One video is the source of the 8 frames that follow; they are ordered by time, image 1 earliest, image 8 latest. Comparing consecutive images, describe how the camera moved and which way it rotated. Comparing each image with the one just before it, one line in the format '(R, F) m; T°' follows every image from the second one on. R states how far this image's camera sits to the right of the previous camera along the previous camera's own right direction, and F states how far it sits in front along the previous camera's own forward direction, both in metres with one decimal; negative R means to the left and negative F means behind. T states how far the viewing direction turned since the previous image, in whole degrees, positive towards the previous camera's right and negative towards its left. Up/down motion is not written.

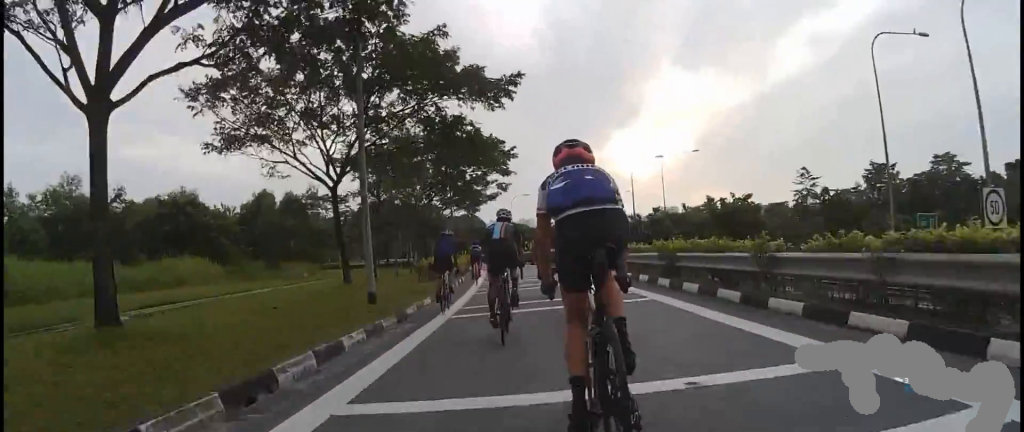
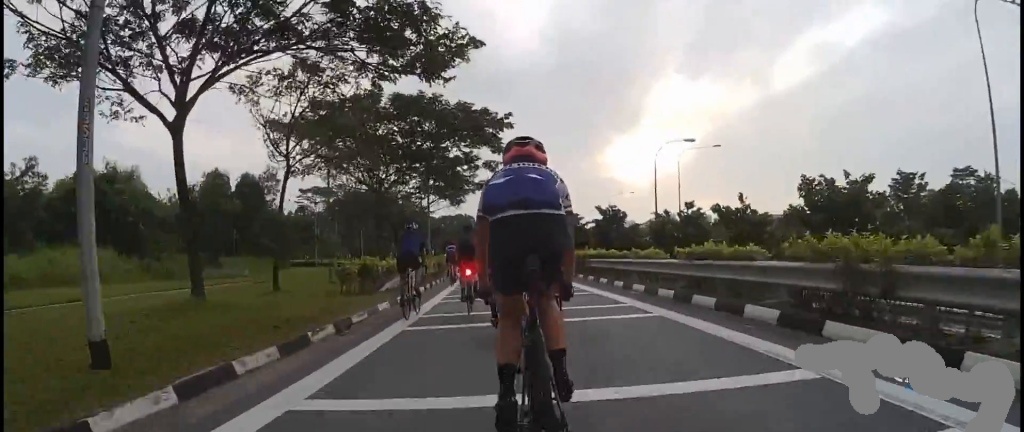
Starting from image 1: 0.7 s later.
(0.0, +8.2) m; 0°
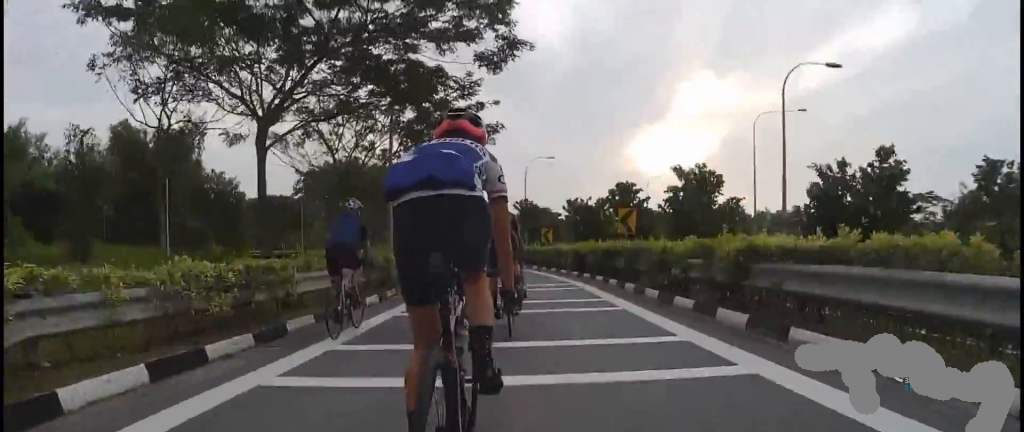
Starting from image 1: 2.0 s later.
(0.0, +13.9) m; -5°
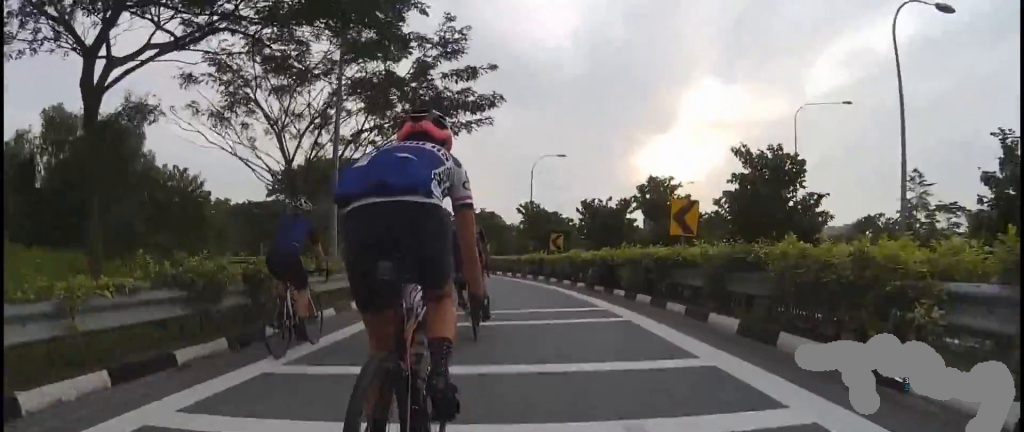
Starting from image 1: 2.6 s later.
(+0.2, +6.0) m; -6°
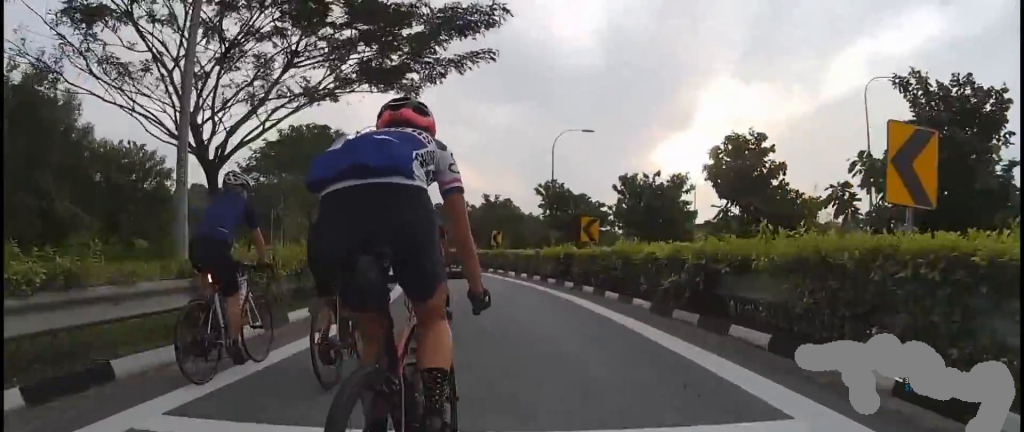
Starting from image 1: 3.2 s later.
(-1.0, +6.7) m; -8°
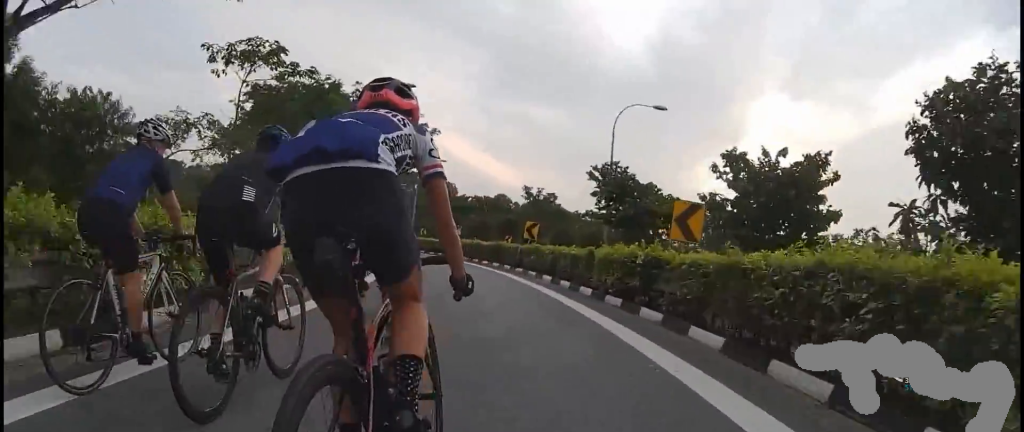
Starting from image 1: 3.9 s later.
(-0.6, +7.6) m; -6°
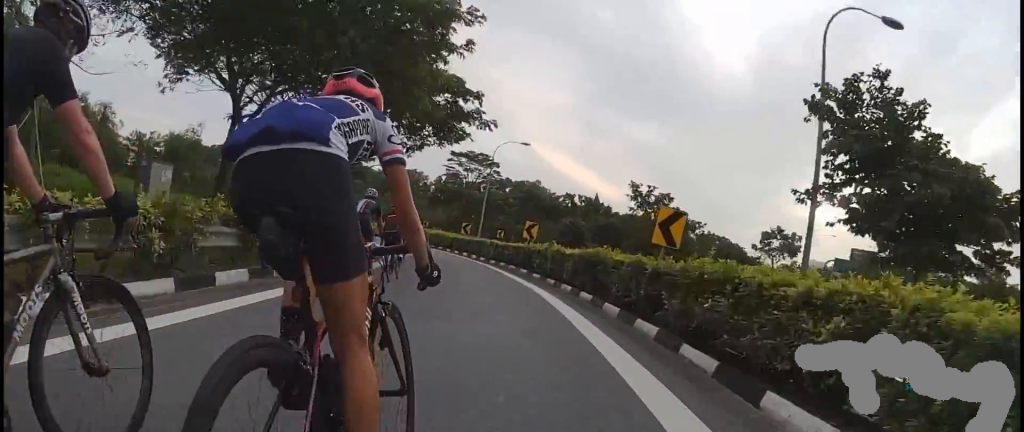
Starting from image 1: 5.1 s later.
(-0.7, +12.5) m; -9°
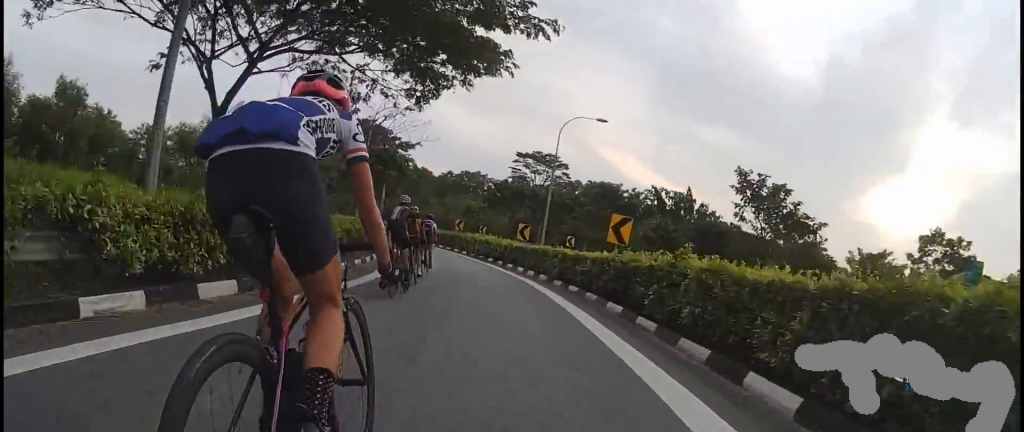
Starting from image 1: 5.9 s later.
(-0.7, +9.2) m; -5°
